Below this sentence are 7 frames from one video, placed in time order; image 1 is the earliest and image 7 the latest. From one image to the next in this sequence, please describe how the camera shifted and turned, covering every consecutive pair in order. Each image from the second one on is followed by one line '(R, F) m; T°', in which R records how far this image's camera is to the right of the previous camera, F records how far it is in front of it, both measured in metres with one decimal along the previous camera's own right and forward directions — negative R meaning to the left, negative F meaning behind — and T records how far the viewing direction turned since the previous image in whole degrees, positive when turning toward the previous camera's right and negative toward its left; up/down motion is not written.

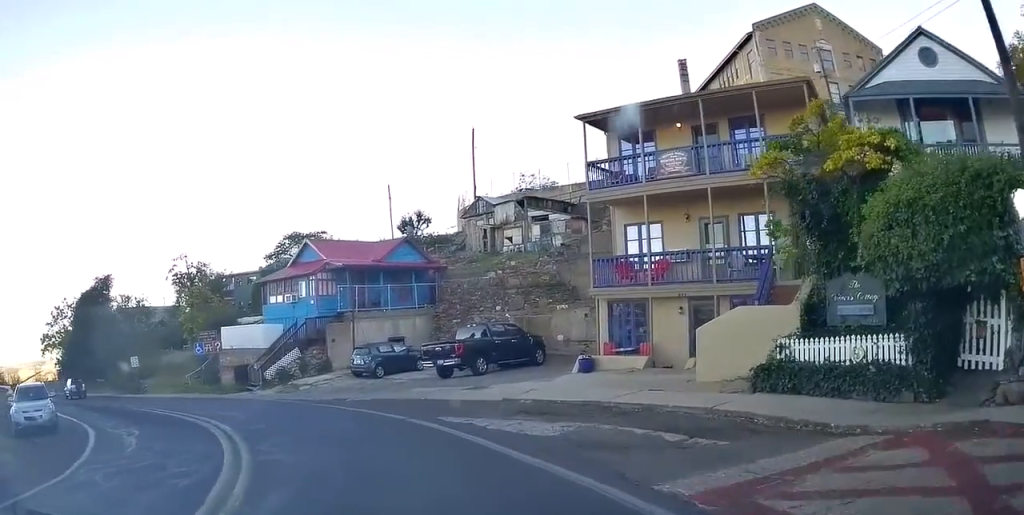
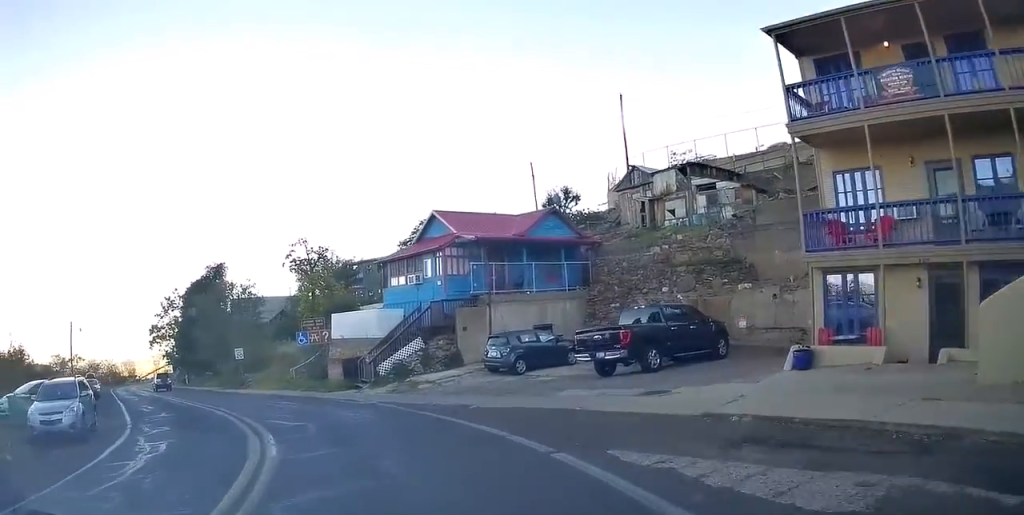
(-1.0, +5.2) m; -14°
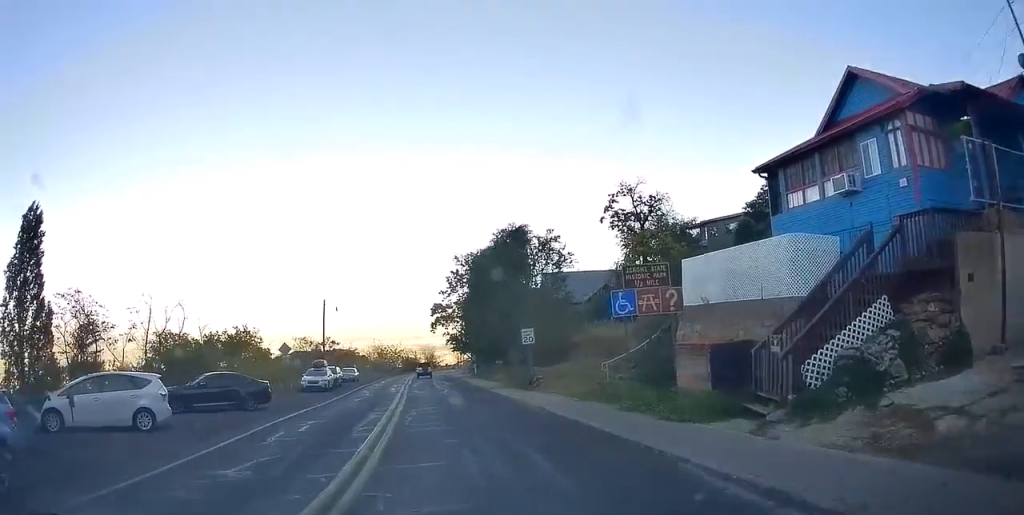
(-3.1, +13.7) m; -27°
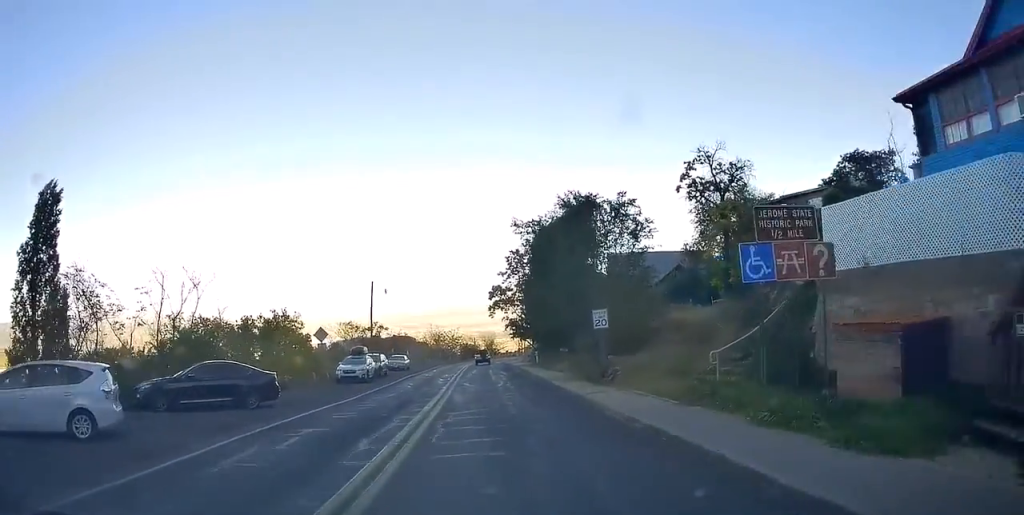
(-0.2, +4.6) m; -8°
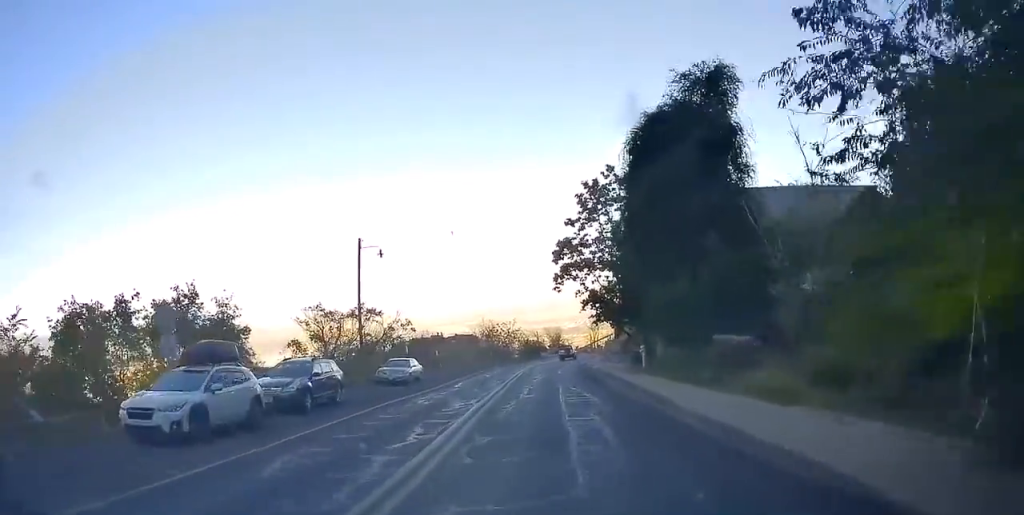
(-1.5, +23.0) m; -2°
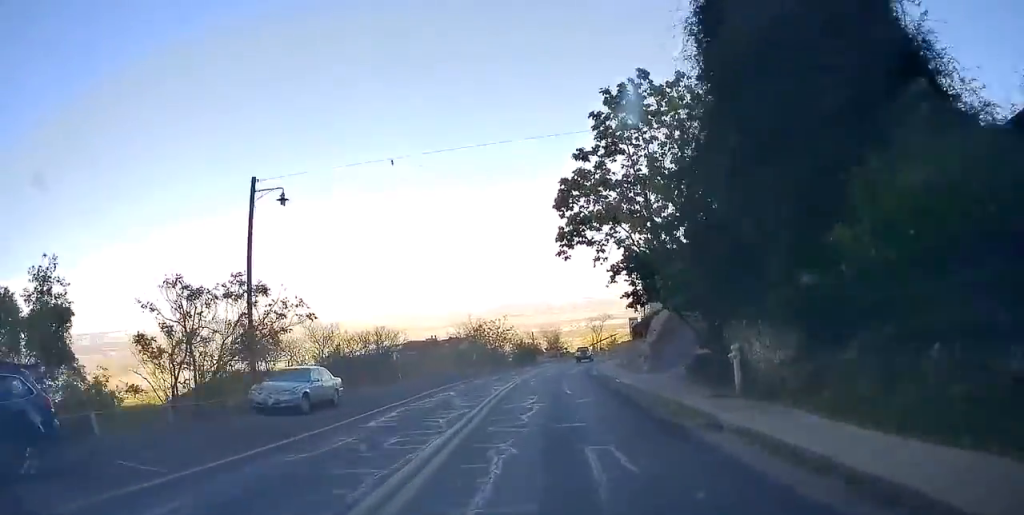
(-0.2, +13.9) m; -2°
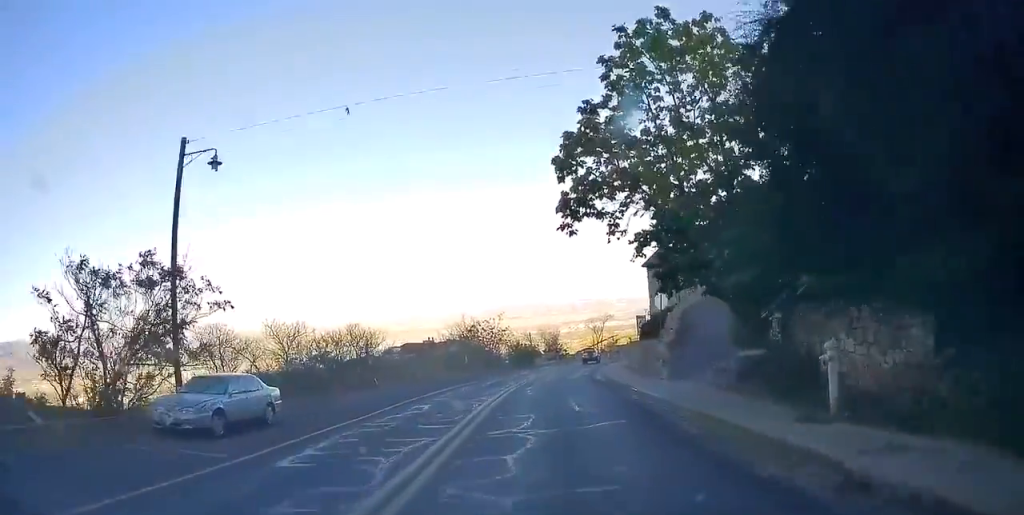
(-0.1, +5.2) m; -1°
